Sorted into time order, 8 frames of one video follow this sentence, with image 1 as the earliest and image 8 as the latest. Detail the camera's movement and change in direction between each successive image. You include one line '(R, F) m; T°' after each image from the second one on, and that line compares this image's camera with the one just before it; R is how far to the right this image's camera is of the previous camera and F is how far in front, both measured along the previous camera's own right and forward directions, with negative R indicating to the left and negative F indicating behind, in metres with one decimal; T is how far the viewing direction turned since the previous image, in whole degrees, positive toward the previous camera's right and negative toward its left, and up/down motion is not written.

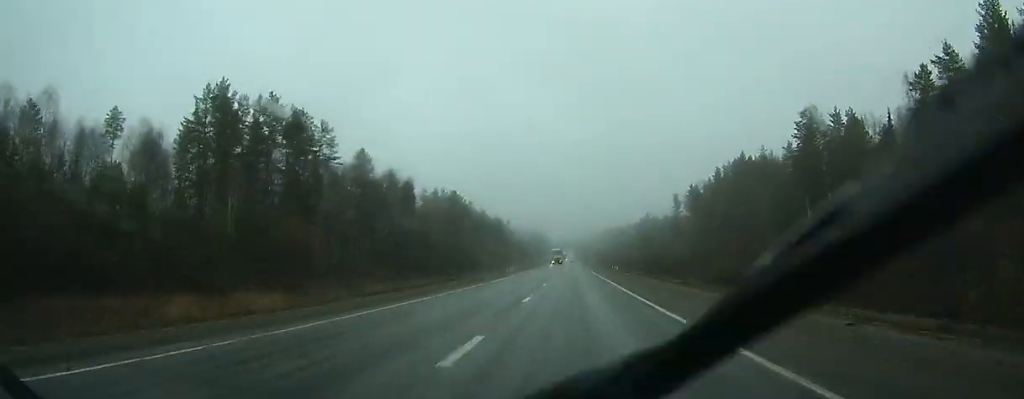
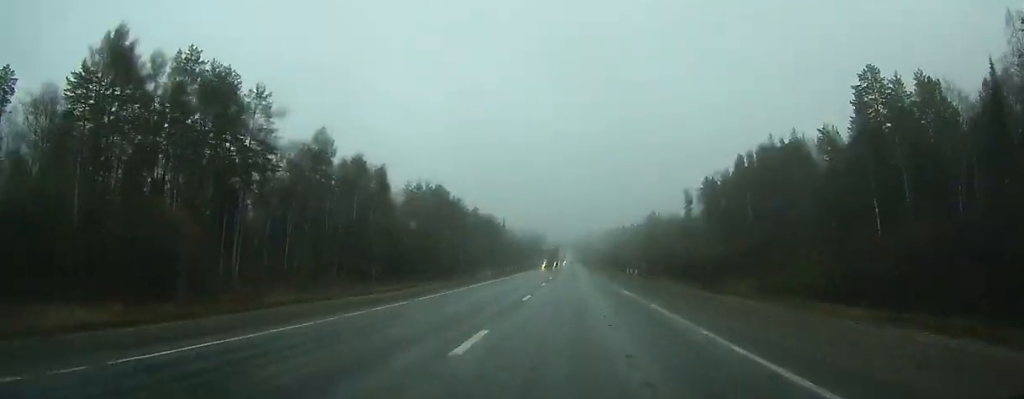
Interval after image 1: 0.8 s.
(-0.1, +24.5) m; 0°
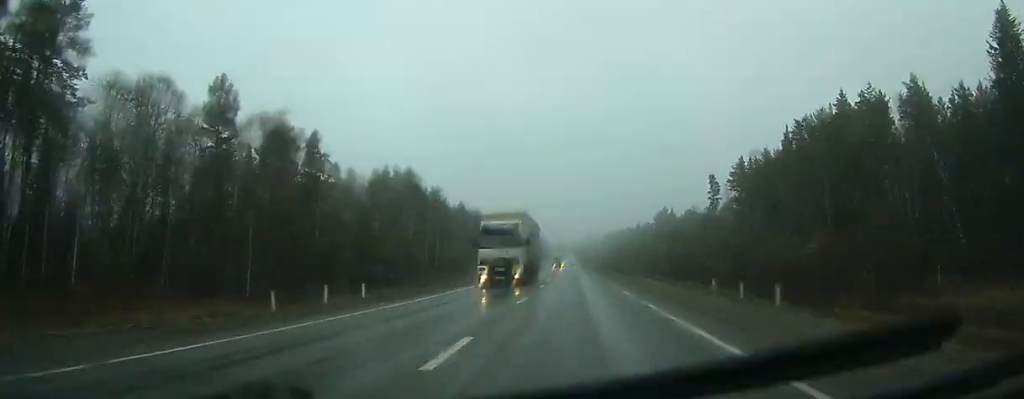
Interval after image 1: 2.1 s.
(-0.1, +38.8) m; 0°
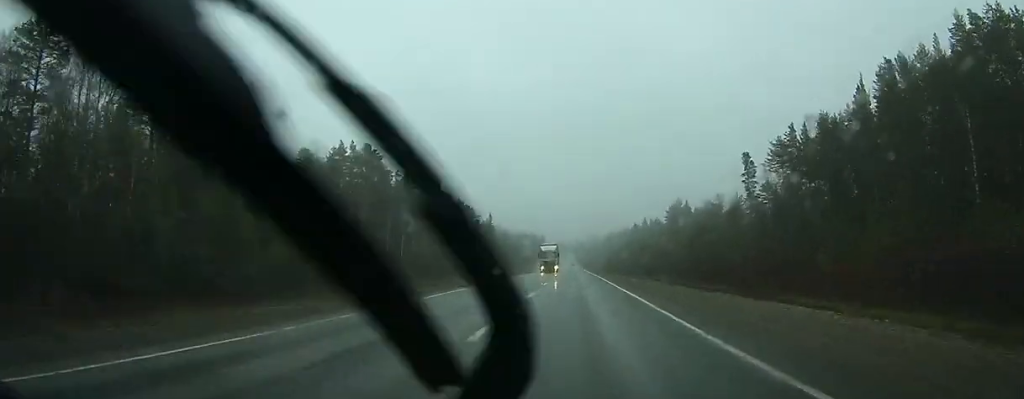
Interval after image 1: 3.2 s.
(0.0, +34.4) m; 0°
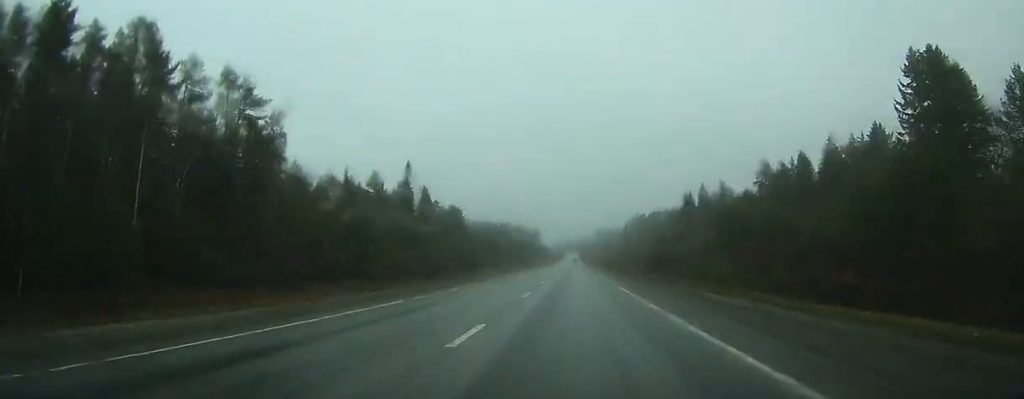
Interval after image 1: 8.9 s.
(+0.2, +170.7) m; 0°
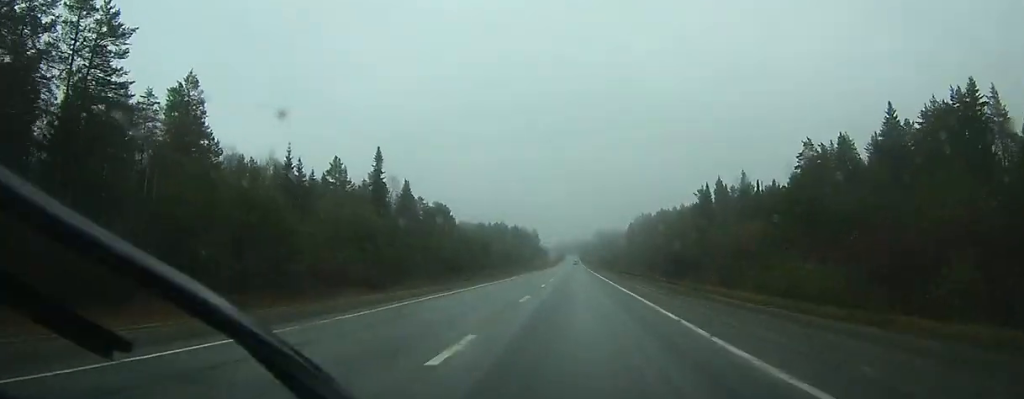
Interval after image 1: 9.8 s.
(0.0, +25.4) m; 0°
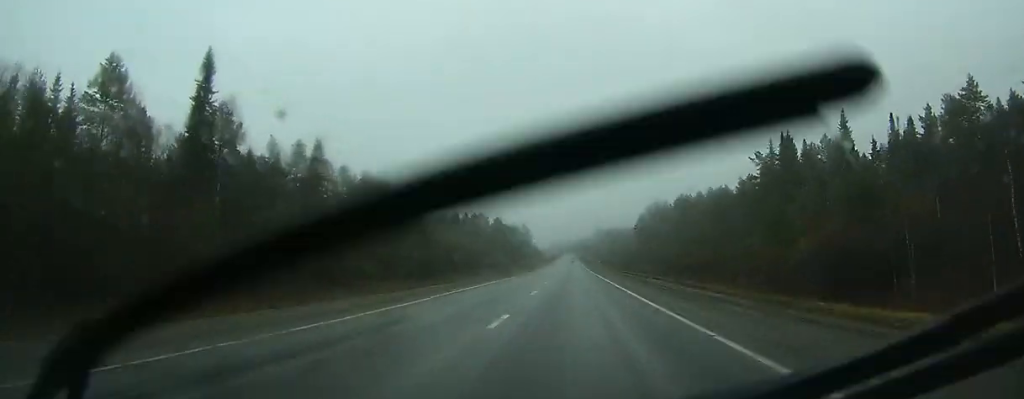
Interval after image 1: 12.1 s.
(0.0, +67.9) m; 0°
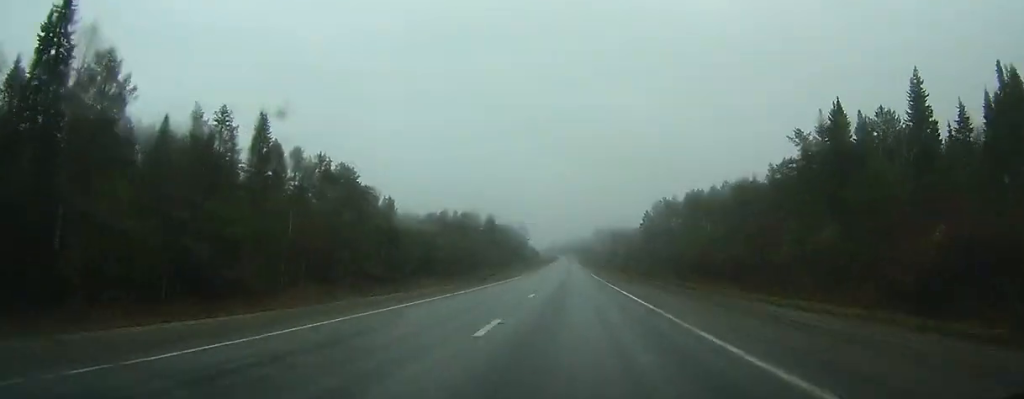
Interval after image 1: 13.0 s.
(0.0, +25.0) m; 0°
